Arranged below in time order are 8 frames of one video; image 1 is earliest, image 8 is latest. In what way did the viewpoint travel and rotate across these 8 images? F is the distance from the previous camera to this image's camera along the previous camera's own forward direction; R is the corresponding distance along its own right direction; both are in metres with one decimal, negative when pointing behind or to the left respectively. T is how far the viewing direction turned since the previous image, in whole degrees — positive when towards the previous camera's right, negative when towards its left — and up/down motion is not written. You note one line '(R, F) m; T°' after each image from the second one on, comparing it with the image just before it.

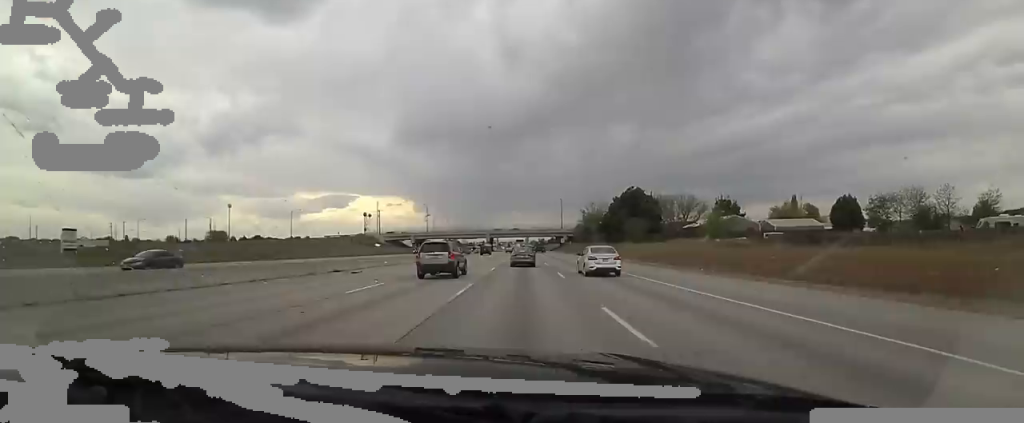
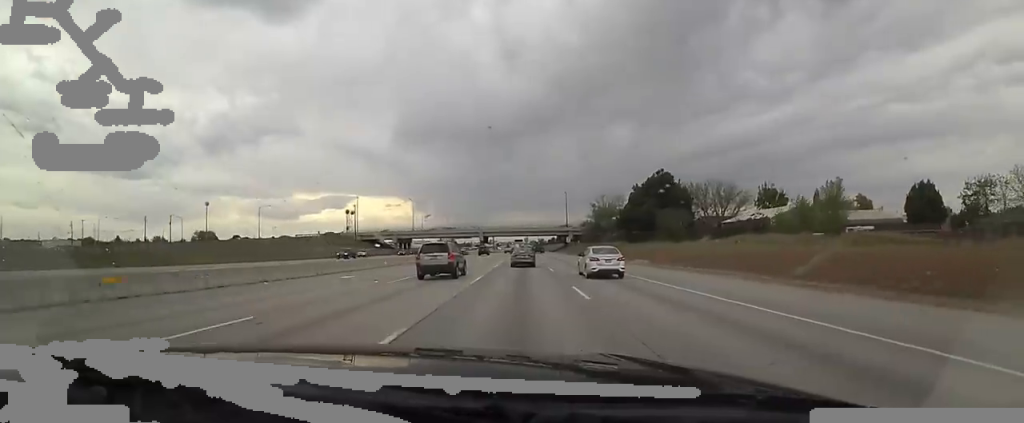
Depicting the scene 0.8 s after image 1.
(0.0, +24.2) m; 0°
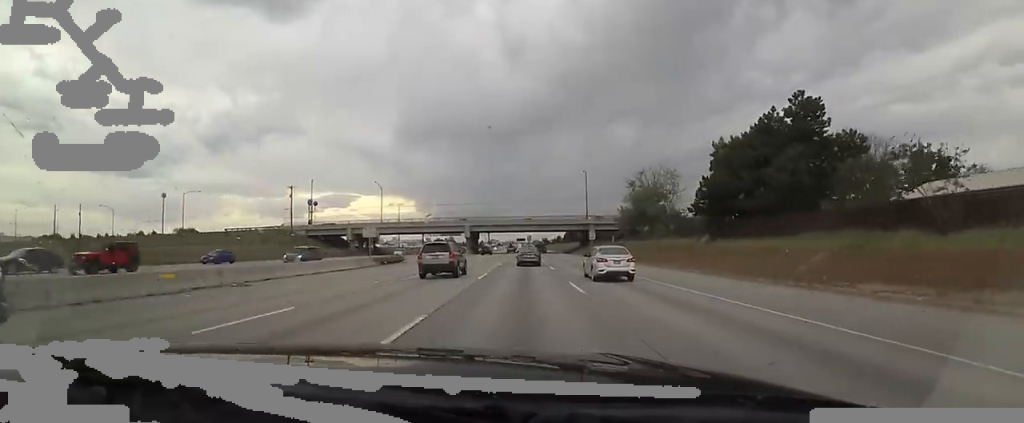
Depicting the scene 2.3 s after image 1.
(0.0, +43.7) m; 0°
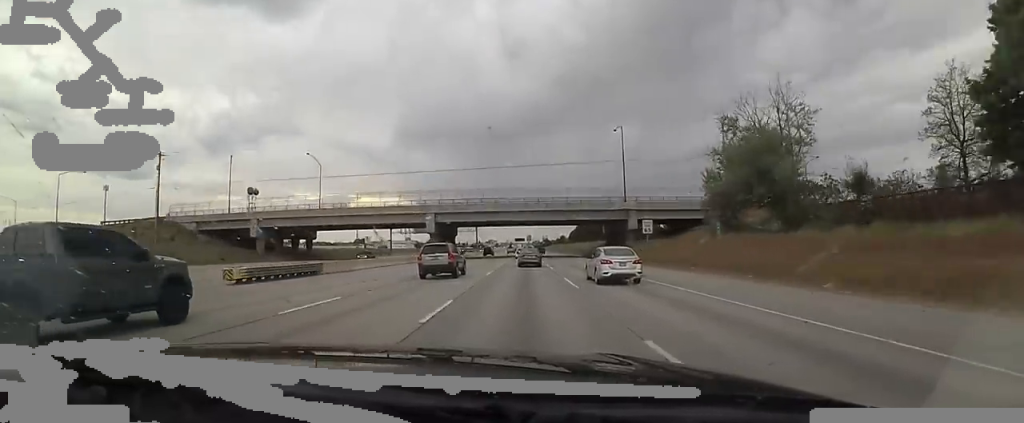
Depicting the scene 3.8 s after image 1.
(0.0, +43.0) m; 0°
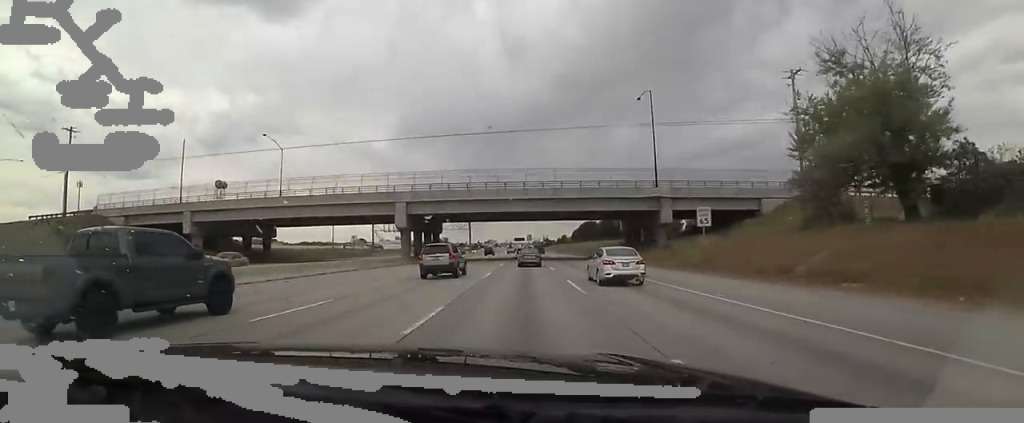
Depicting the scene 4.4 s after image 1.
(0.0, +16.7) m; 0°
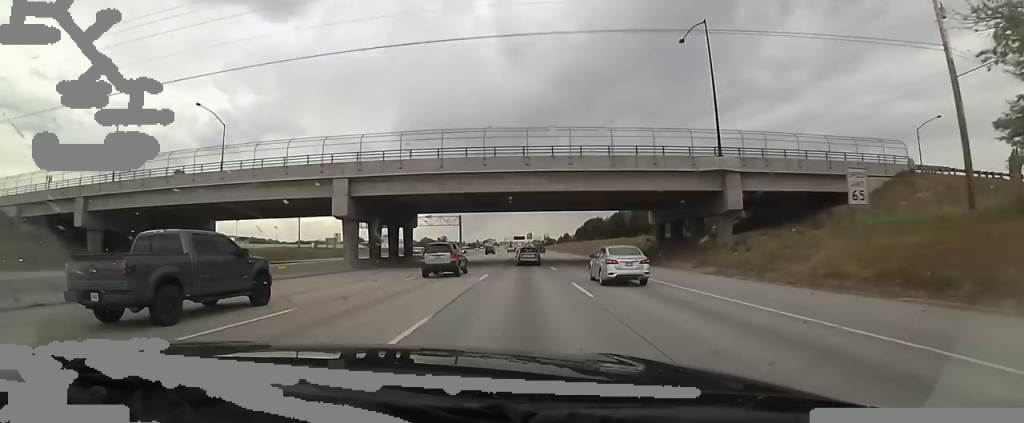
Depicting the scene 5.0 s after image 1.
(0.0, +17.7) m; 0°
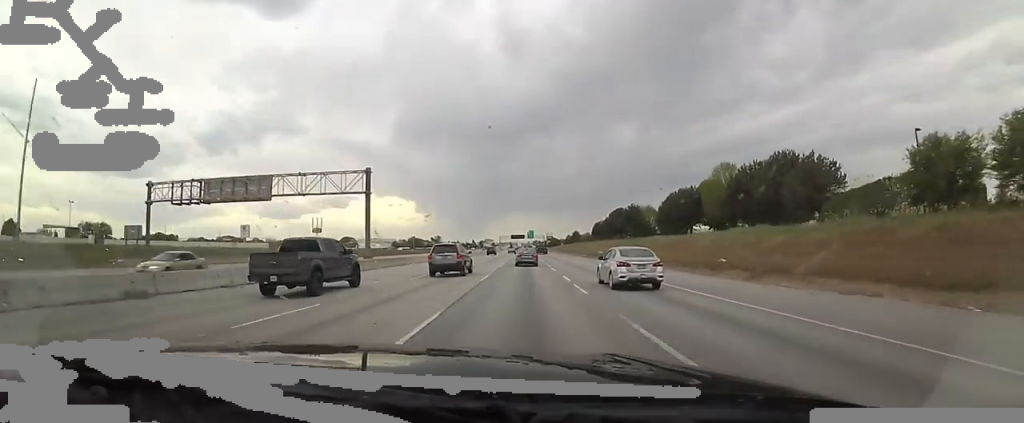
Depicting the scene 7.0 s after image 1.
(0.0, +60.4) m; 0°
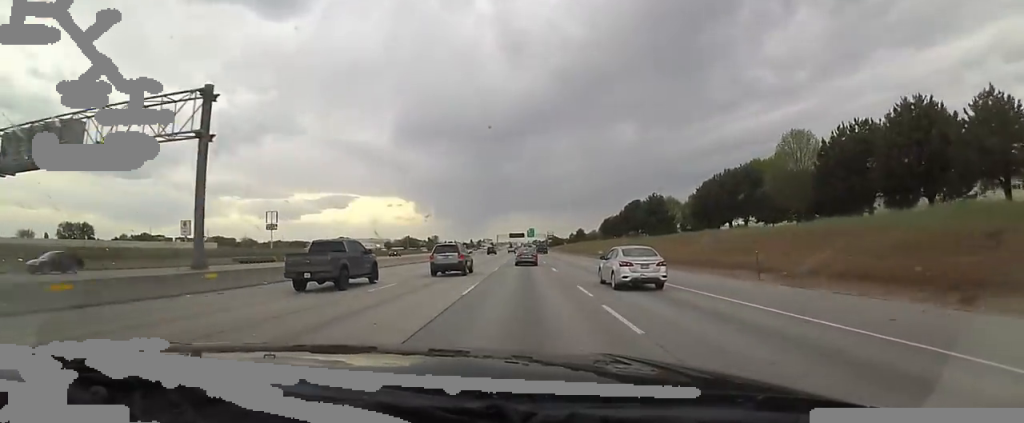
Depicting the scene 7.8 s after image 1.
(0.0, +22.1) m; 0°
